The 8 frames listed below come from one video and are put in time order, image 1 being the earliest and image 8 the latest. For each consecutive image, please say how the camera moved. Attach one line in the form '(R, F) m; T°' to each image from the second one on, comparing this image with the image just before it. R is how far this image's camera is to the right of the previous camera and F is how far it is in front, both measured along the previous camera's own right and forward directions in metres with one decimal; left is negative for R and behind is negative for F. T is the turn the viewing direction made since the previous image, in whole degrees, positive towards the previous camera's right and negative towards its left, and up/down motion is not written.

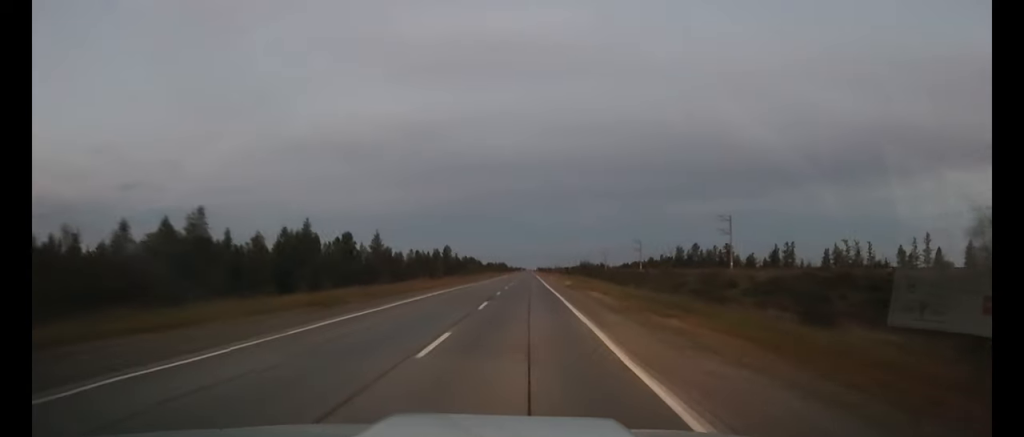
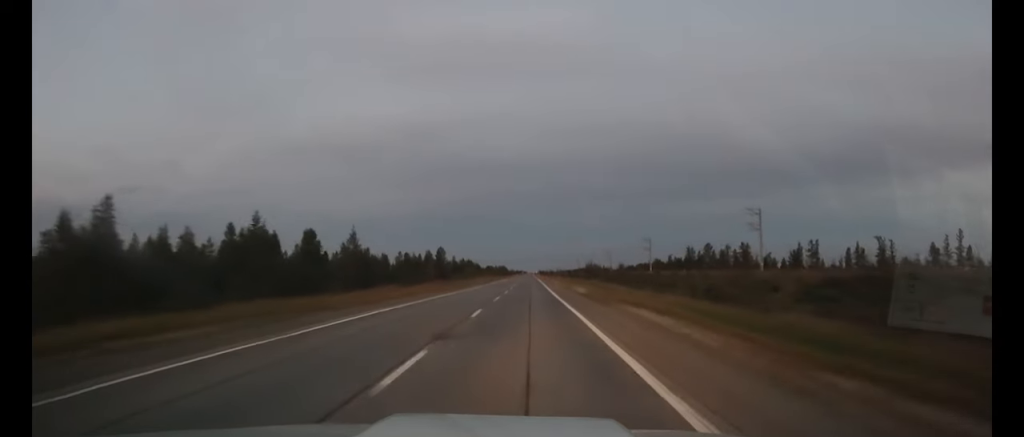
(0.0, +14.6) m; 0°
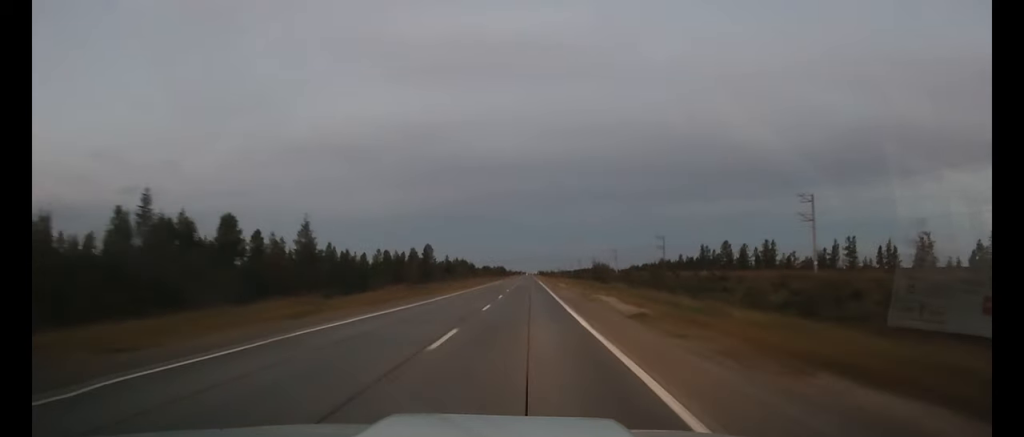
(0.0, +19.6) m; 0°
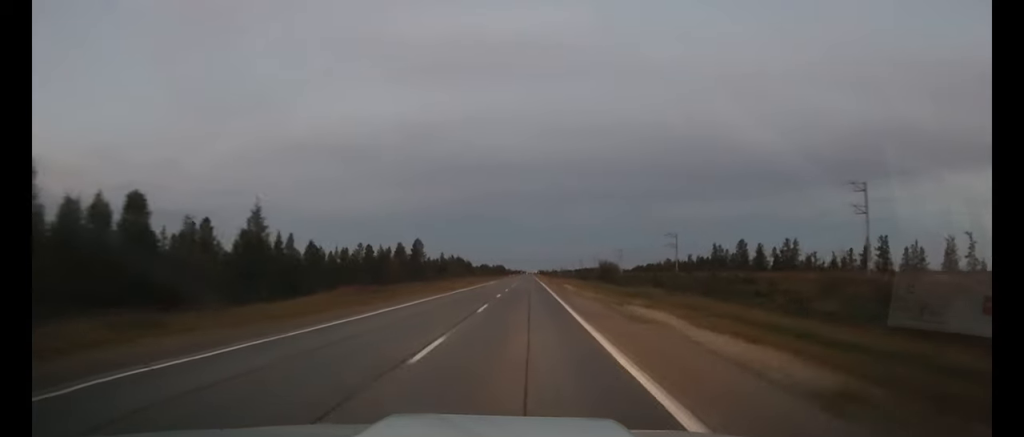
(0.0, +13.9) m; 0°
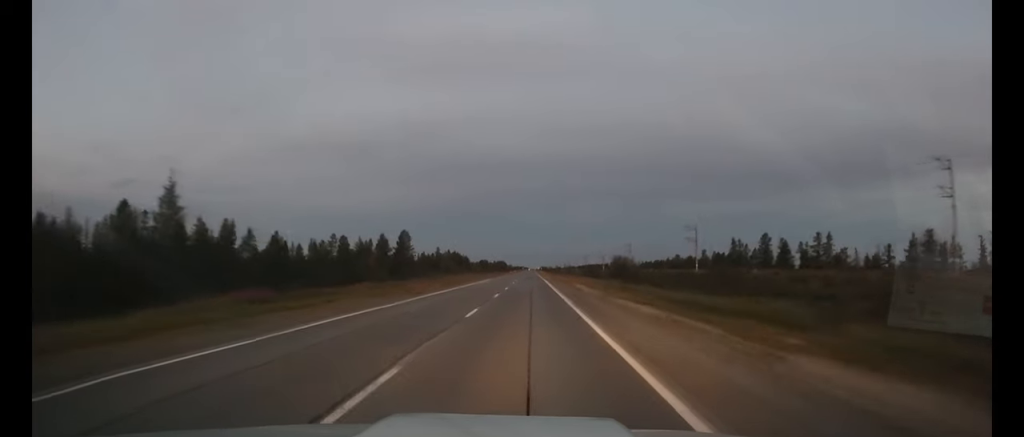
(0.0, +16.4) m; 0°
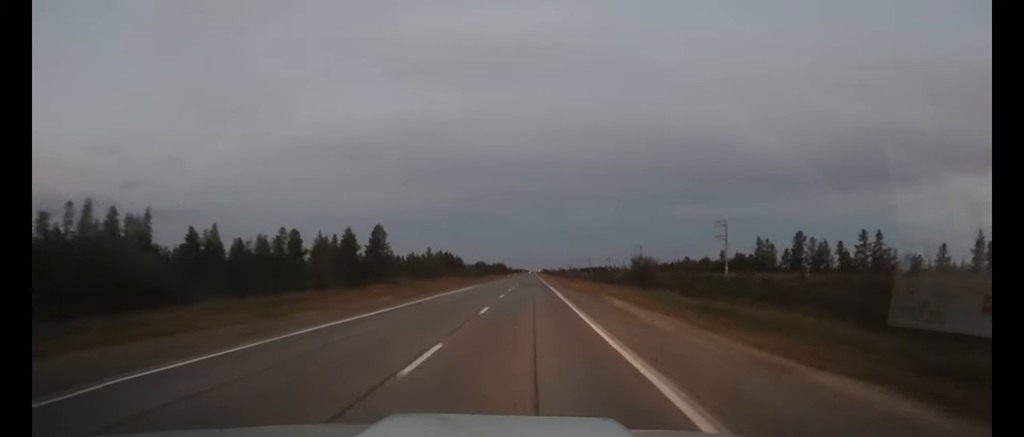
(0.0, +20.5) m; 0°
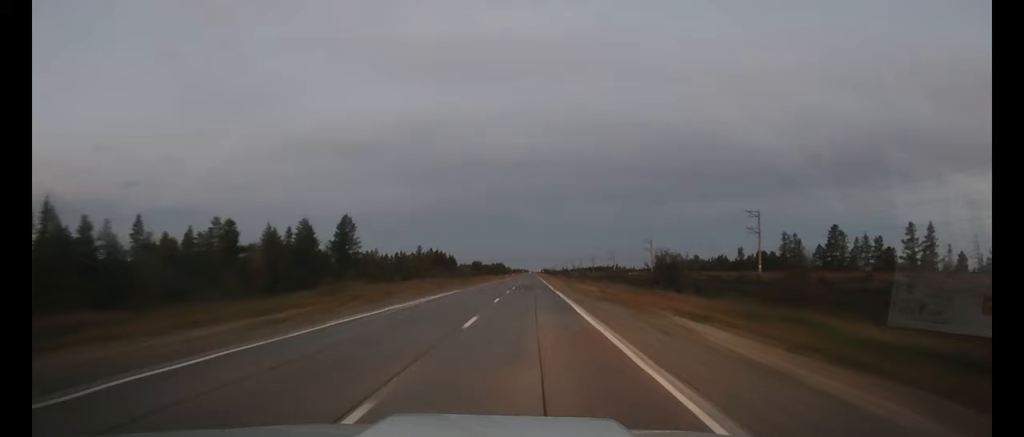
(0.0, +17.3) m; 0°
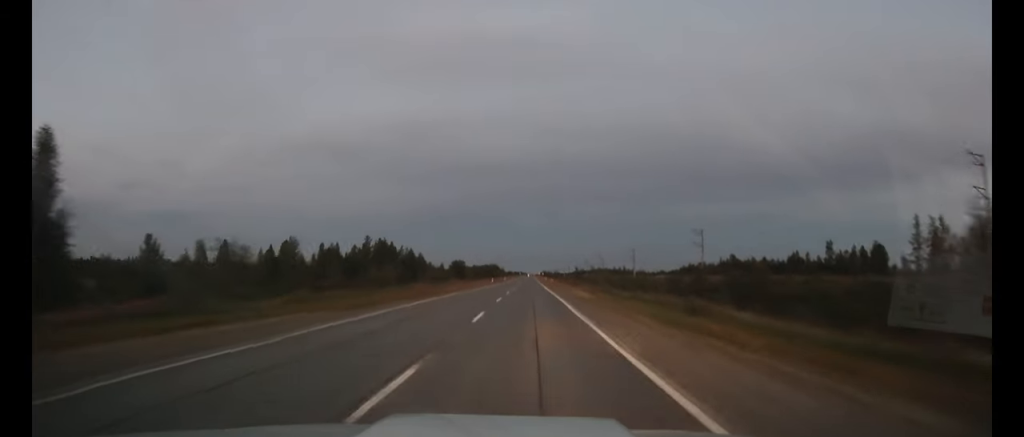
(+0.1, +57.2) m; 0°
